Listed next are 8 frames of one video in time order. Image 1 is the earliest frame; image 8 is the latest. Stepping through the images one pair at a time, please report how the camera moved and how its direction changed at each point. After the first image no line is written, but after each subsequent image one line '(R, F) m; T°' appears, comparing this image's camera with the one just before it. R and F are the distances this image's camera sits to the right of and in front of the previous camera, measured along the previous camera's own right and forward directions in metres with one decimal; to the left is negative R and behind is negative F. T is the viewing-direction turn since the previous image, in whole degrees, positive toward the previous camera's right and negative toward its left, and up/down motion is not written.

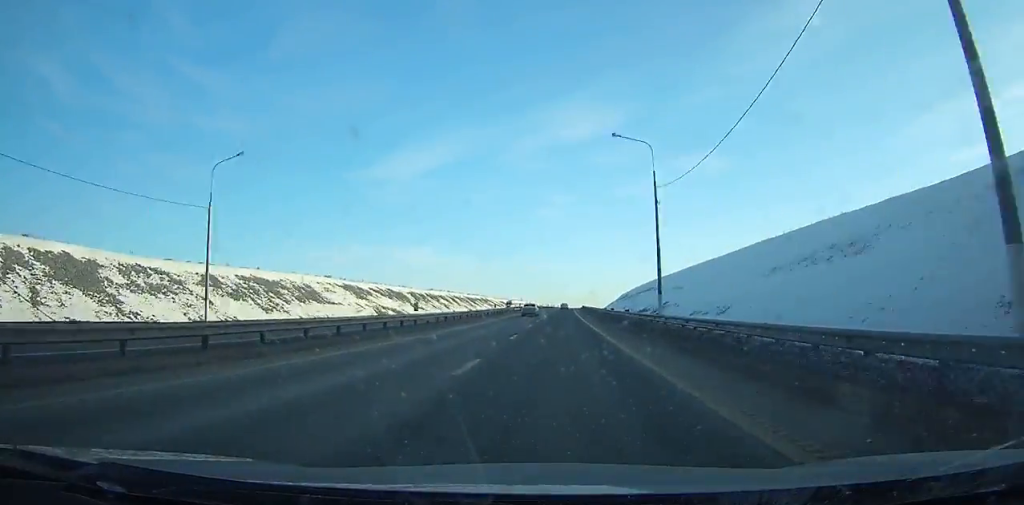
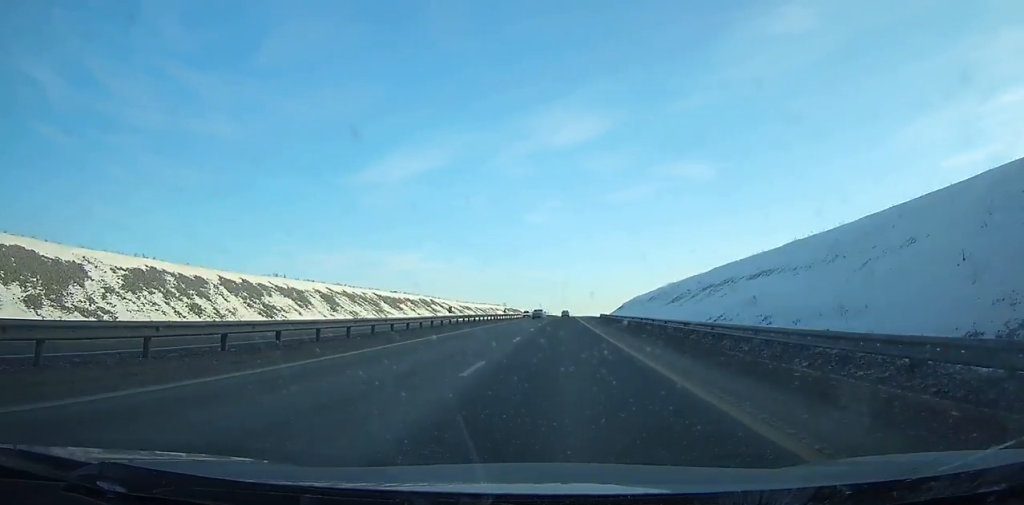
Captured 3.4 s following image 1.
(+0.8, +106.0) m; +1°
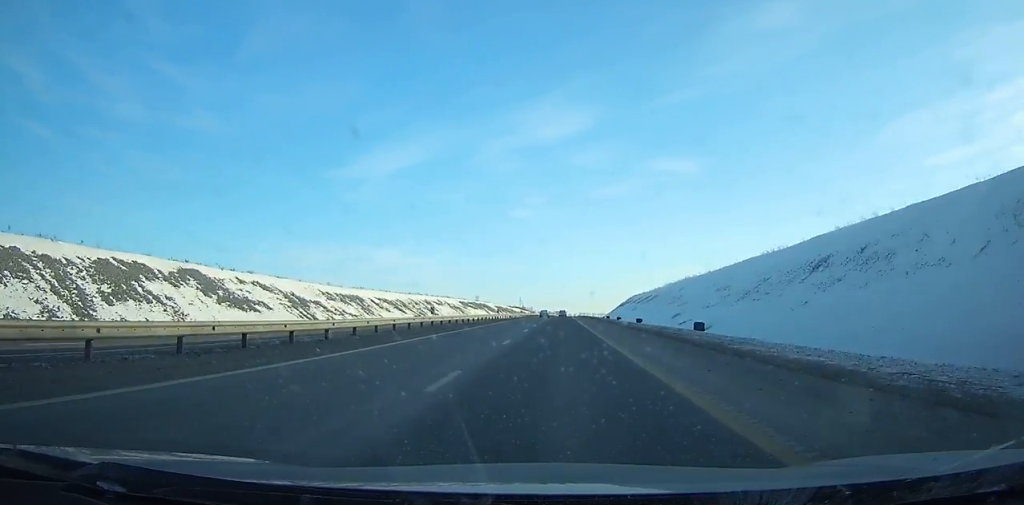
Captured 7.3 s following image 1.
(+1.2, +120.5) m; +1°
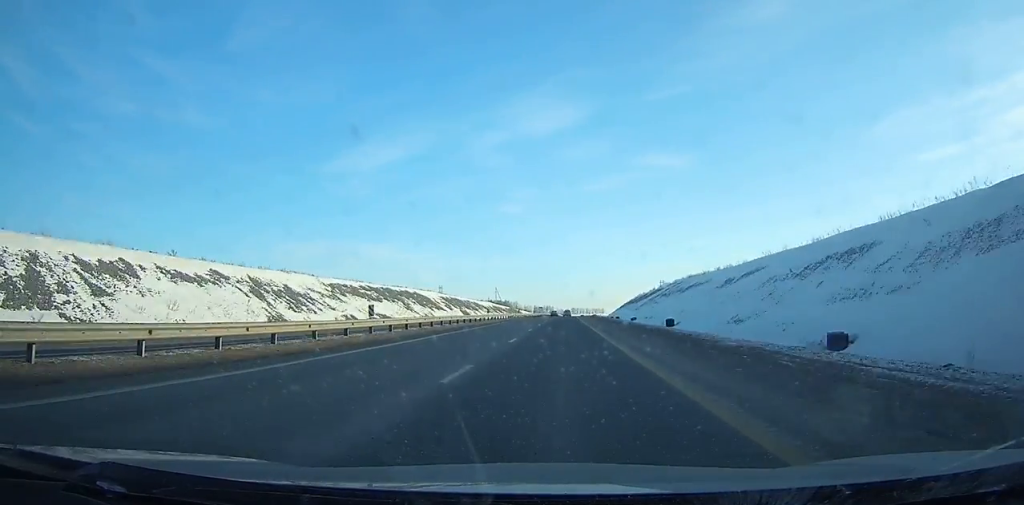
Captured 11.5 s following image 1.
(+1.5, +130.0) m; +1°
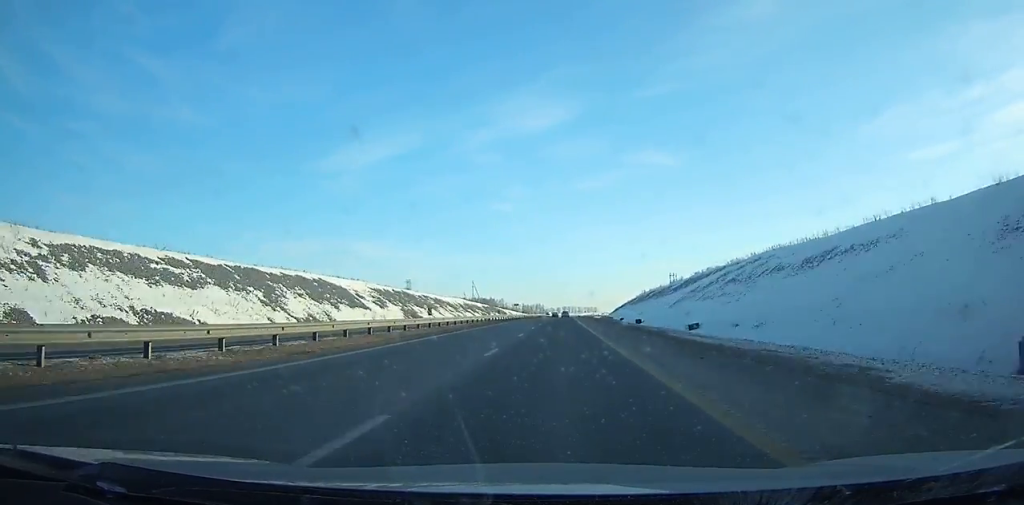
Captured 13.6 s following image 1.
(+0.3, +65.4) m; +1°
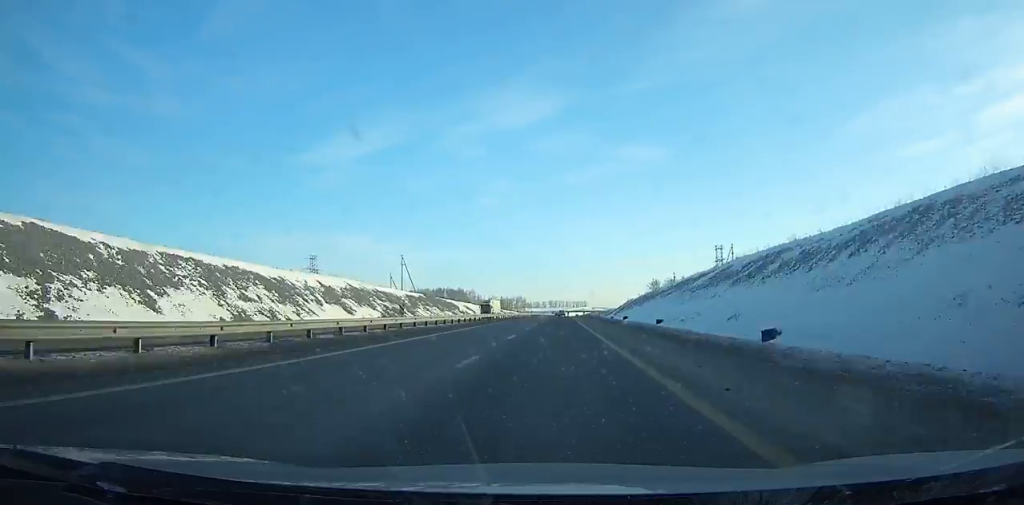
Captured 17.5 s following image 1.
(+1.2, +122.9) m; +1°
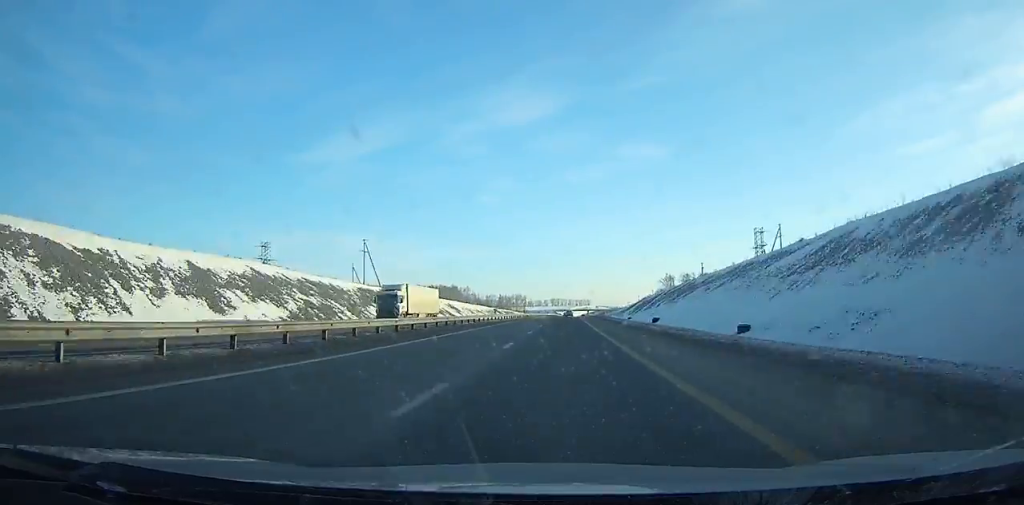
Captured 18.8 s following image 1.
(+0.1, +41.3) m; 0°
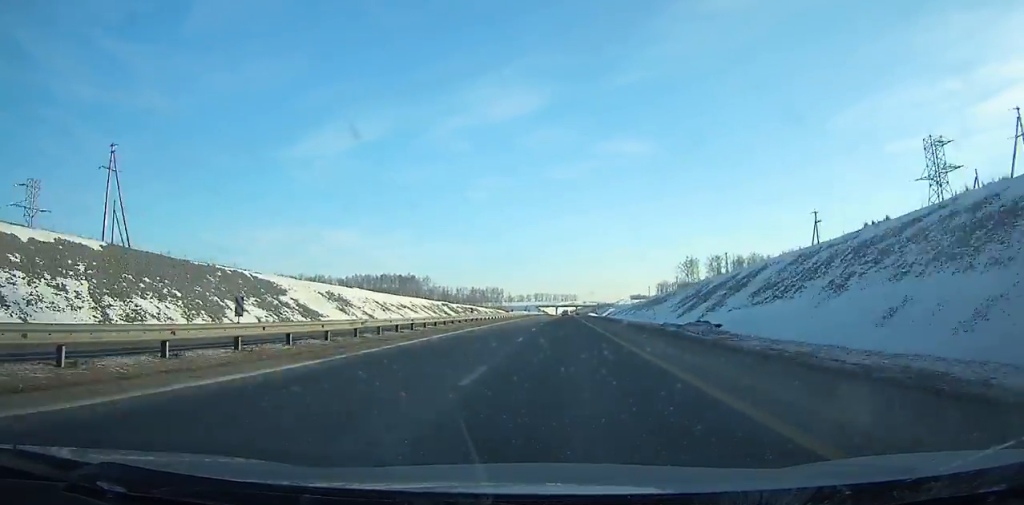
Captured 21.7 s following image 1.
(+0.7, +93.3) m; +1°
